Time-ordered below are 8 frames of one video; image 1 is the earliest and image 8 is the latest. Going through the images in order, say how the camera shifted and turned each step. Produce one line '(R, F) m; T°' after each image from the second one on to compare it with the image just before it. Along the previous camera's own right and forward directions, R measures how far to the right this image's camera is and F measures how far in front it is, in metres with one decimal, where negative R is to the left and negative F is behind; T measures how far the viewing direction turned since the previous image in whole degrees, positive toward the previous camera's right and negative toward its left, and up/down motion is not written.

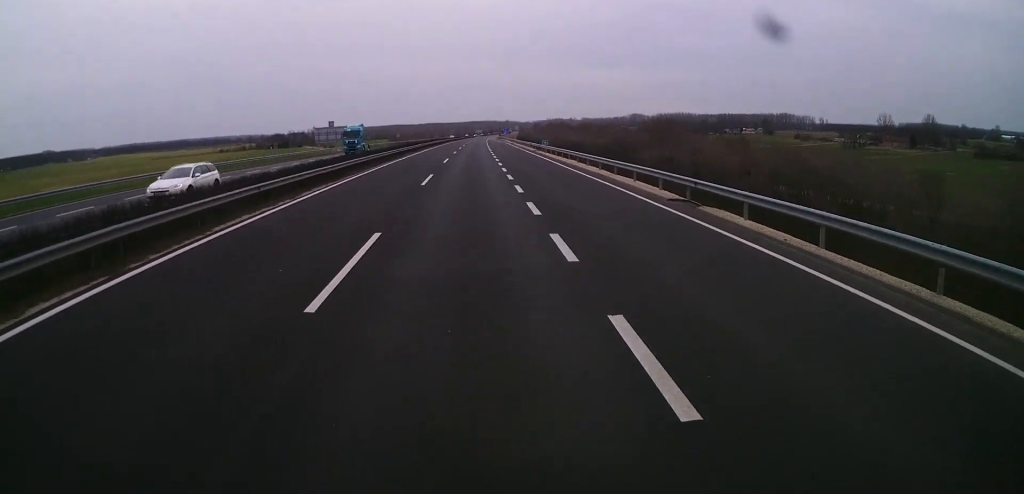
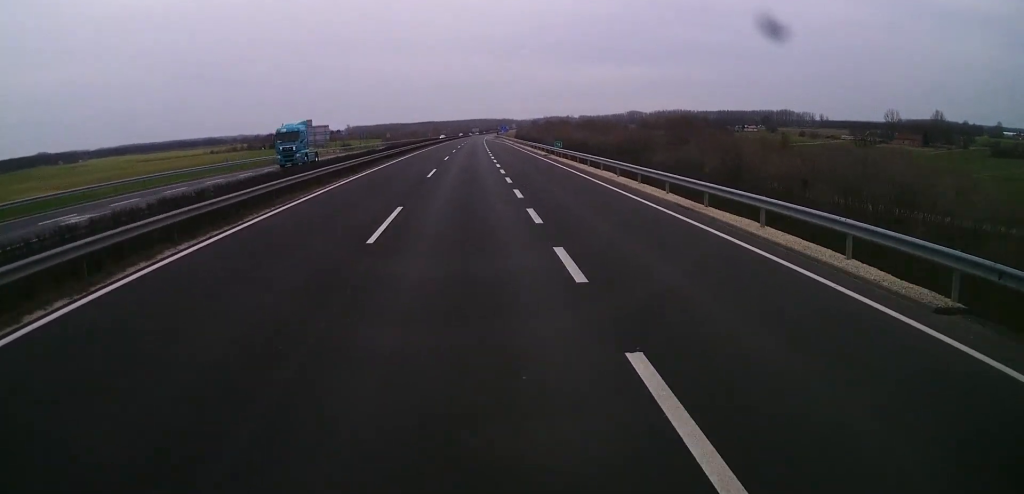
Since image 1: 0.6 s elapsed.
(0.0, +13.0) m; 0°
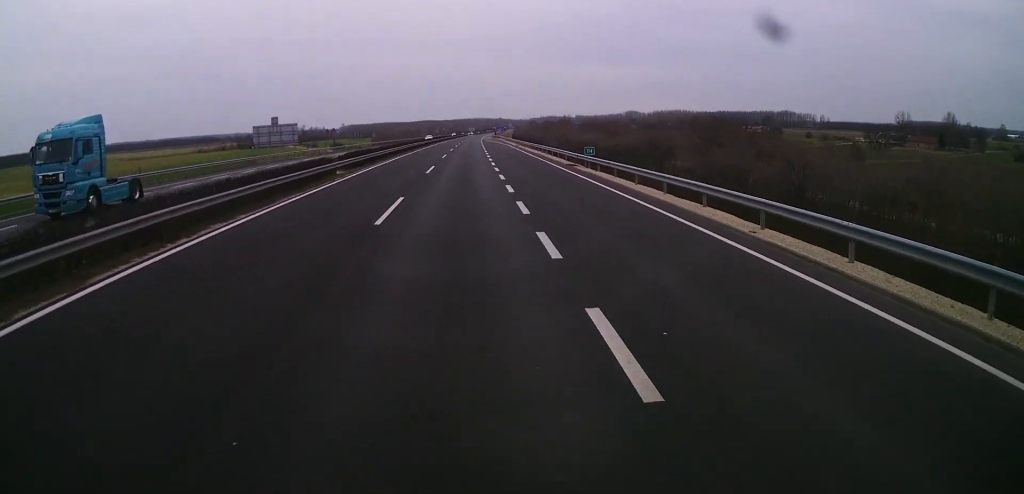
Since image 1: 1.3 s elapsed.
(-0.1, +16.2) m; 0°
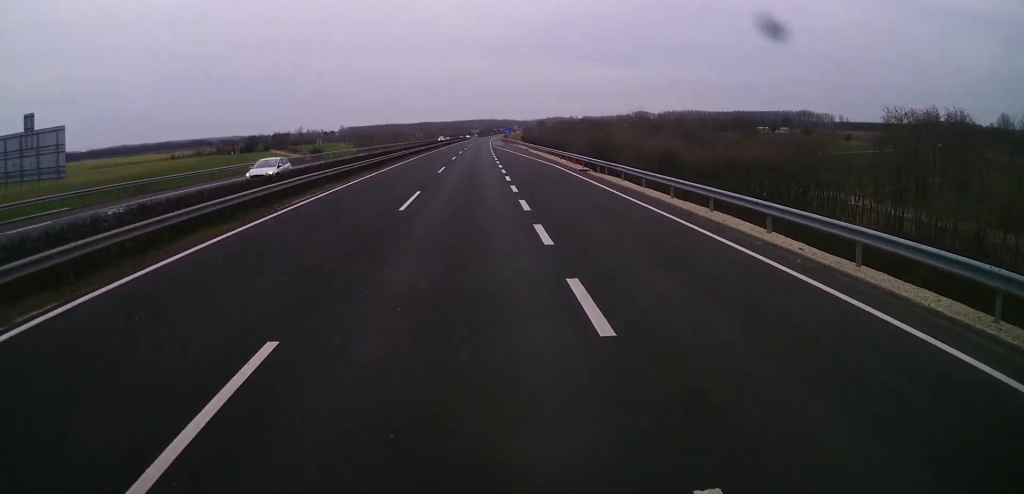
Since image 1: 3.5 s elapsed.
(+0.4, +51.9) m; +1°
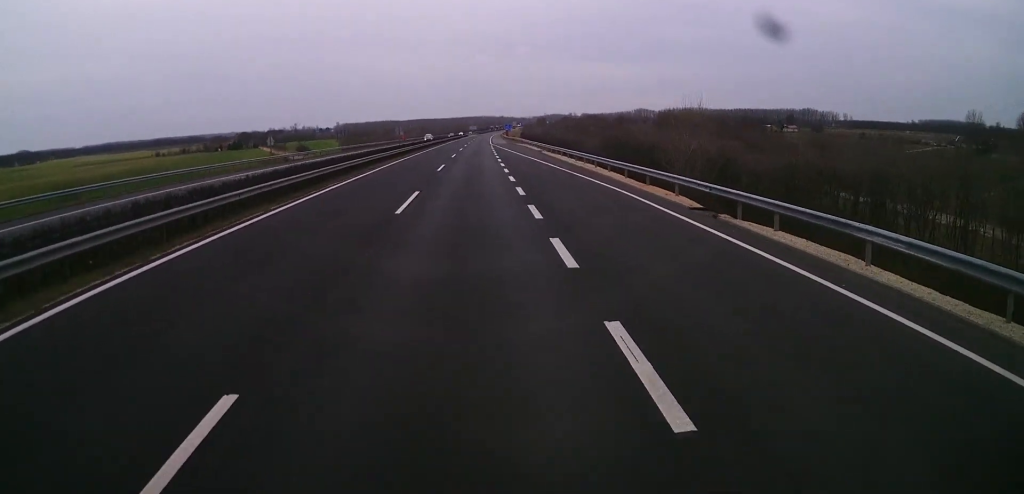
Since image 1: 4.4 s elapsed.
(0.0, +20.2) m; 0°
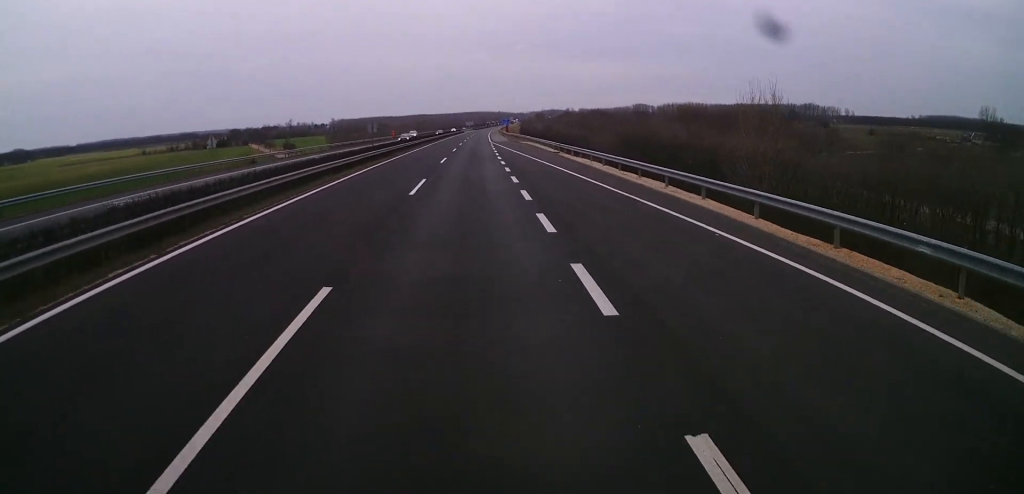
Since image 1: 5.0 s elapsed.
(0.0, +14.8) m; 0°
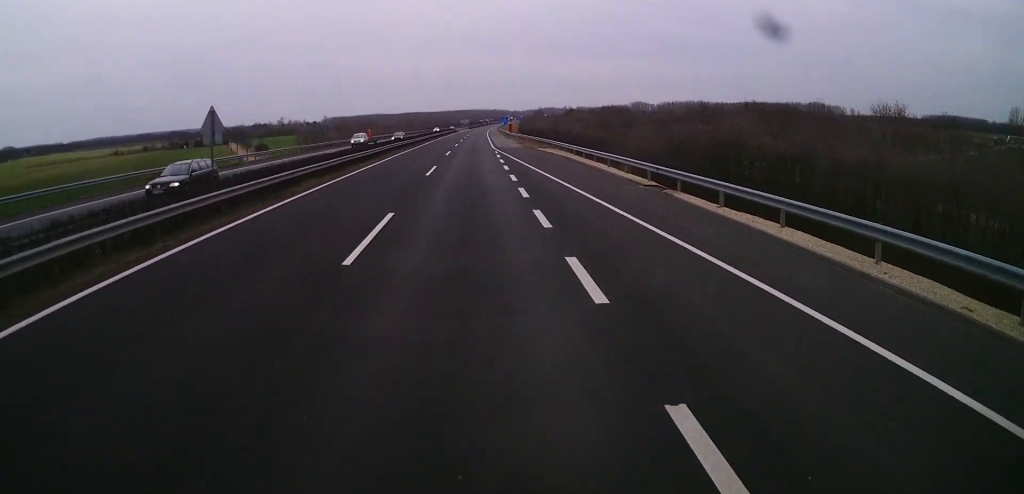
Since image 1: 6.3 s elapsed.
(0.0, +29.5) m; 0°
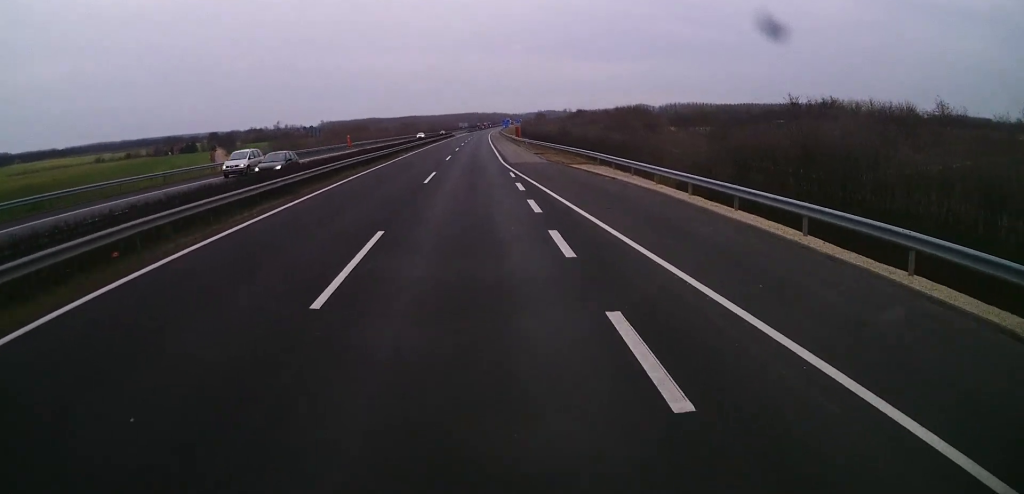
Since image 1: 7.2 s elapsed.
(0.0, +21.0) m; 0°
